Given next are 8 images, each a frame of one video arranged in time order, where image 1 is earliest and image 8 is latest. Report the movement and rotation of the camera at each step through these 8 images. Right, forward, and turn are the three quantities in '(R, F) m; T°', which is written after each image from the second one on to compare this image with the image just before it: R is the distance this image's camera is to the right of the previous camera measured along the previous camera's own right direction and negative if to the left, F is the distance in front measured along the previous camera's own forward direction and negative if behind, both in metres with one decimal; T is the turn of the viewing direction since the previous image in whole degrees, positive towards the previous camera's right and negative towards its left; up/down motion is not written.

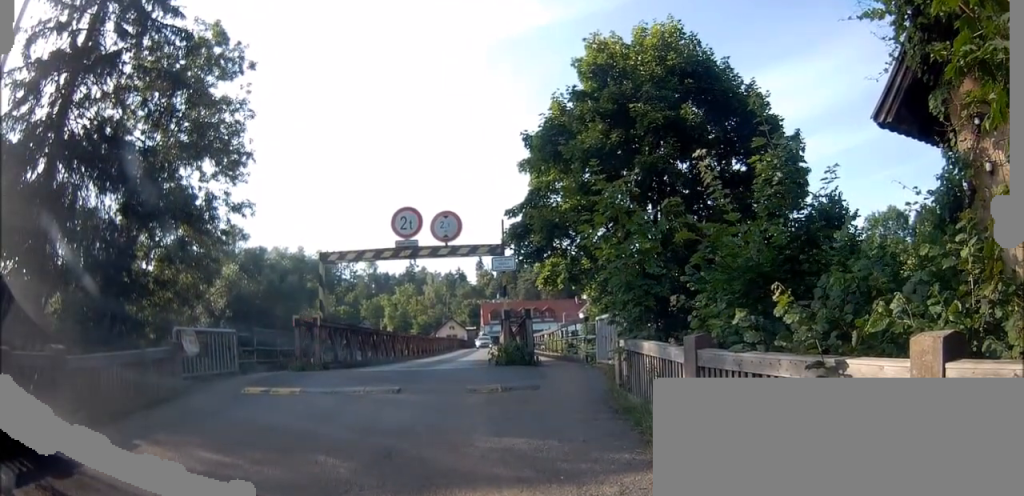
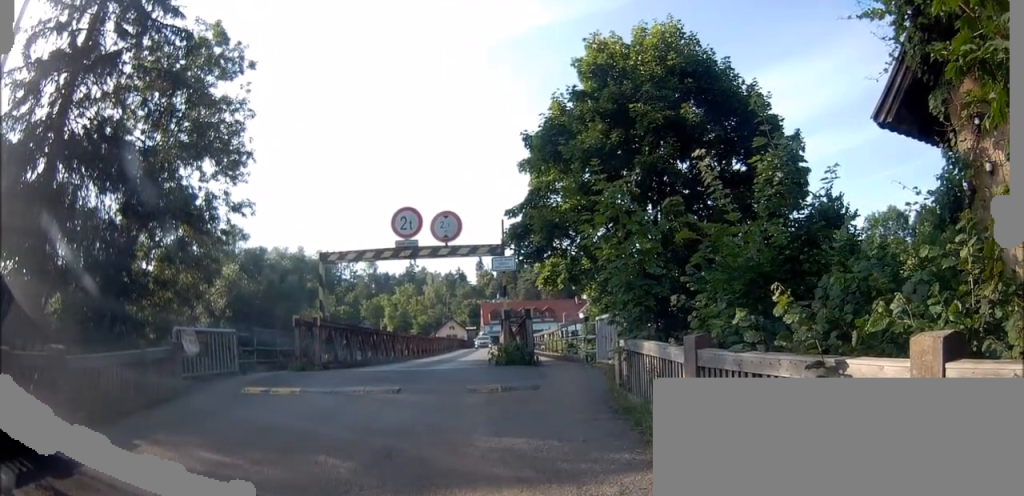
(+0.1, +0.2) m; 0°
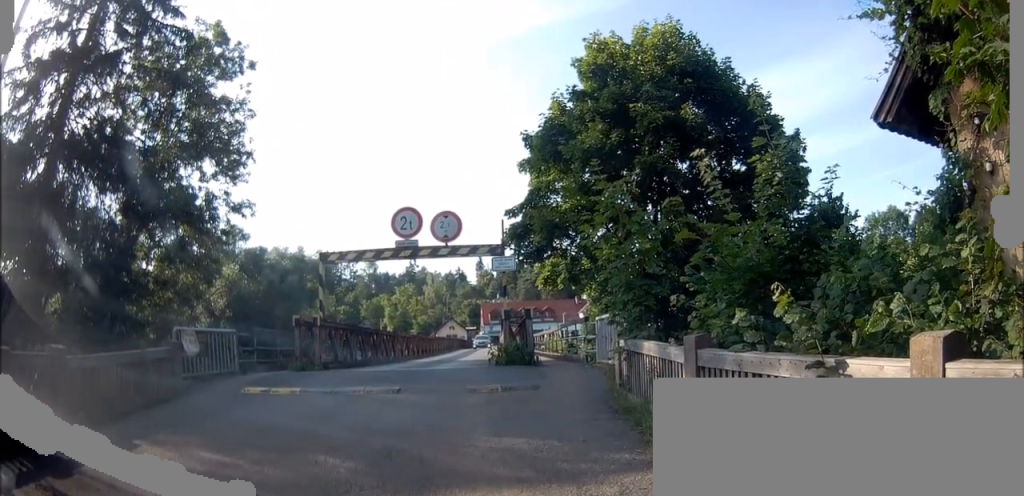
(0.0, 0.0) m; 0°
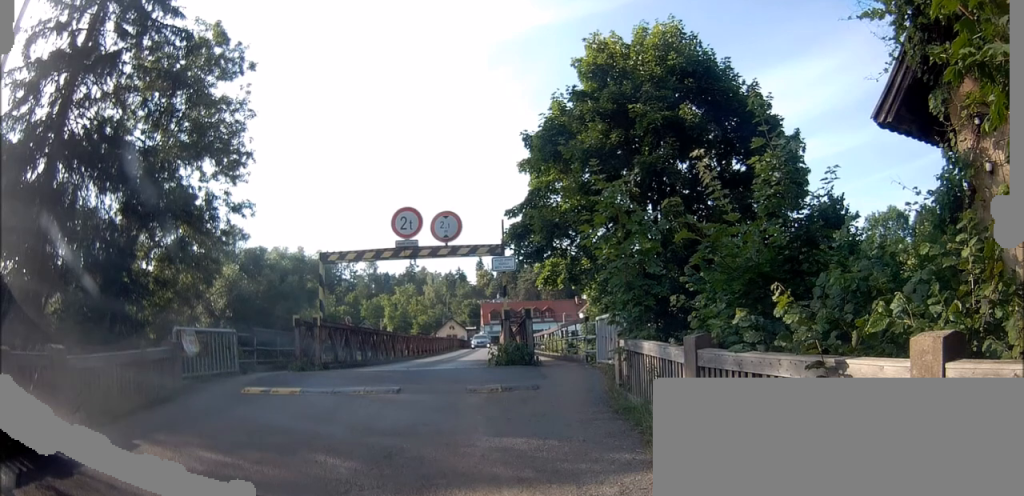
(-0.1, 0.0) m; 0°
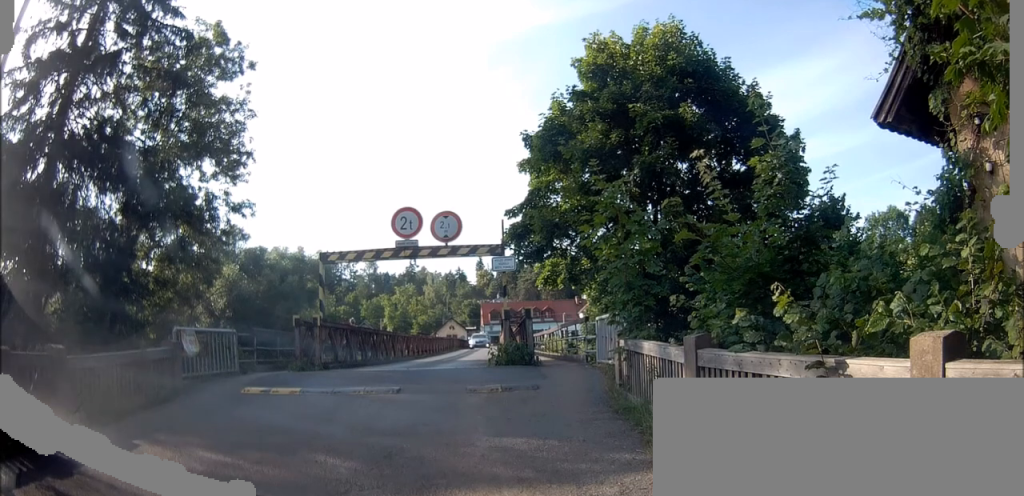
(0.0, 0.0) m; 0°
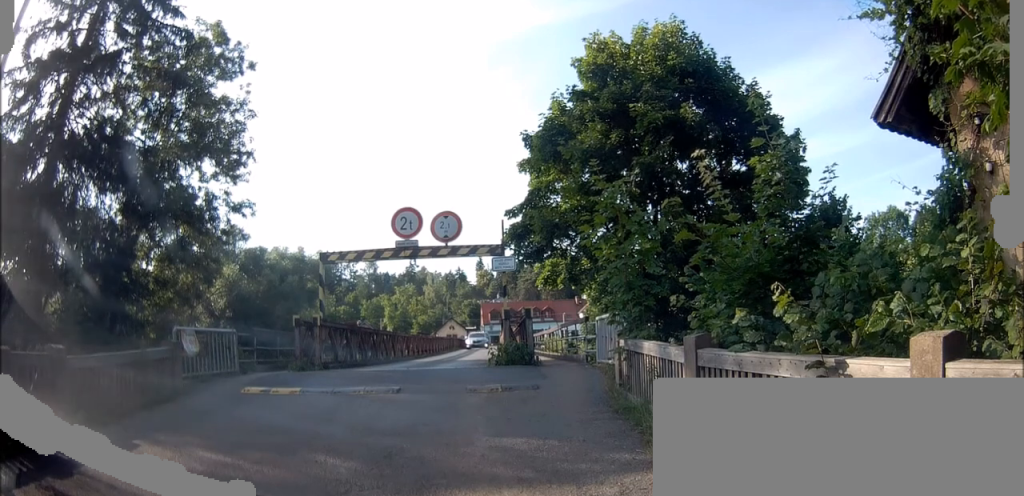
(0.0, 0.0) m; 0°
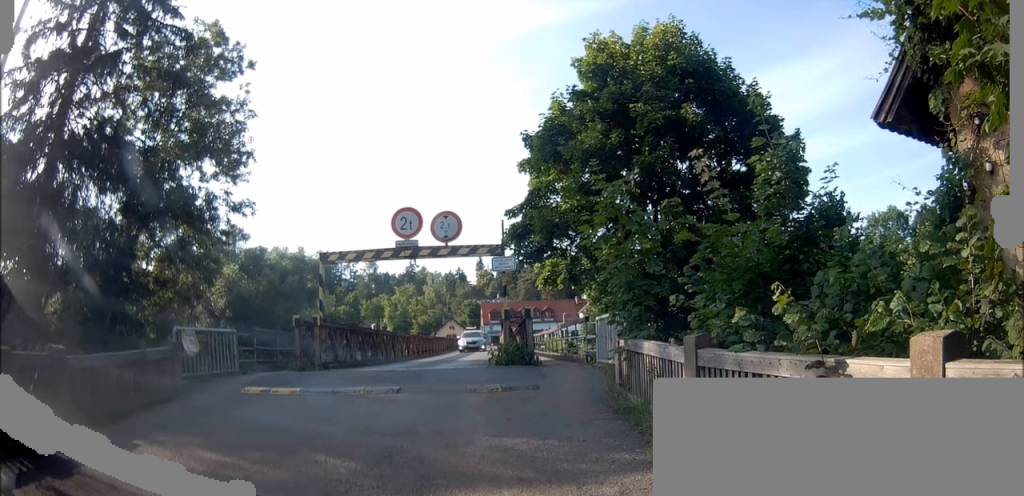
(-0.1, +0.1) m; 0°
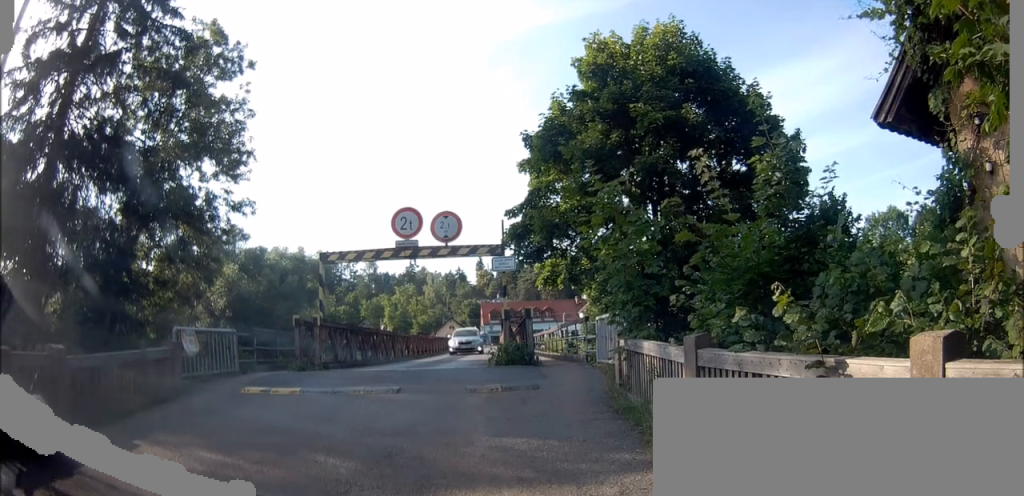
(+0.2, +0.5) m; 0°
